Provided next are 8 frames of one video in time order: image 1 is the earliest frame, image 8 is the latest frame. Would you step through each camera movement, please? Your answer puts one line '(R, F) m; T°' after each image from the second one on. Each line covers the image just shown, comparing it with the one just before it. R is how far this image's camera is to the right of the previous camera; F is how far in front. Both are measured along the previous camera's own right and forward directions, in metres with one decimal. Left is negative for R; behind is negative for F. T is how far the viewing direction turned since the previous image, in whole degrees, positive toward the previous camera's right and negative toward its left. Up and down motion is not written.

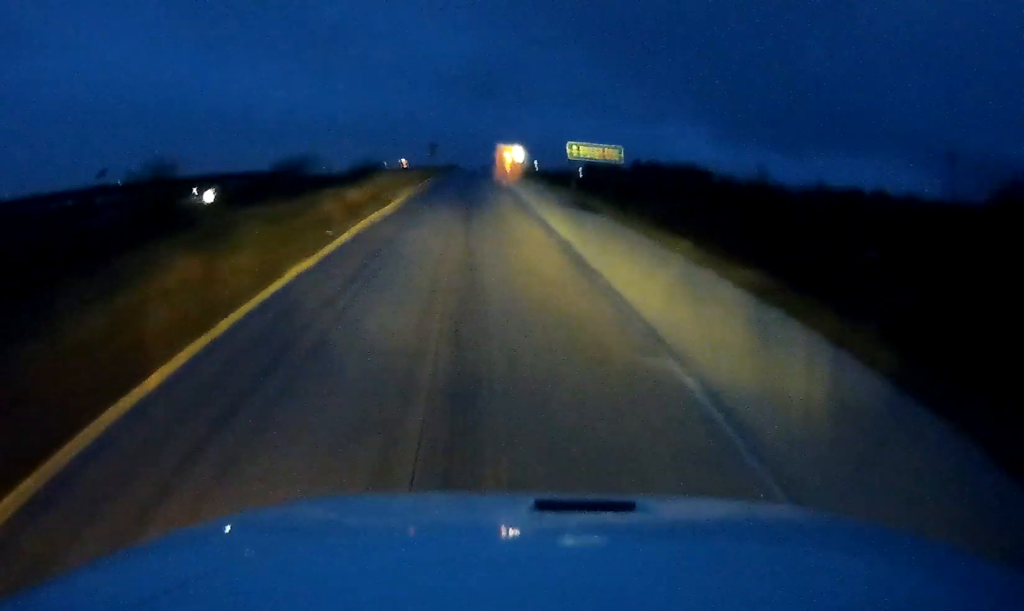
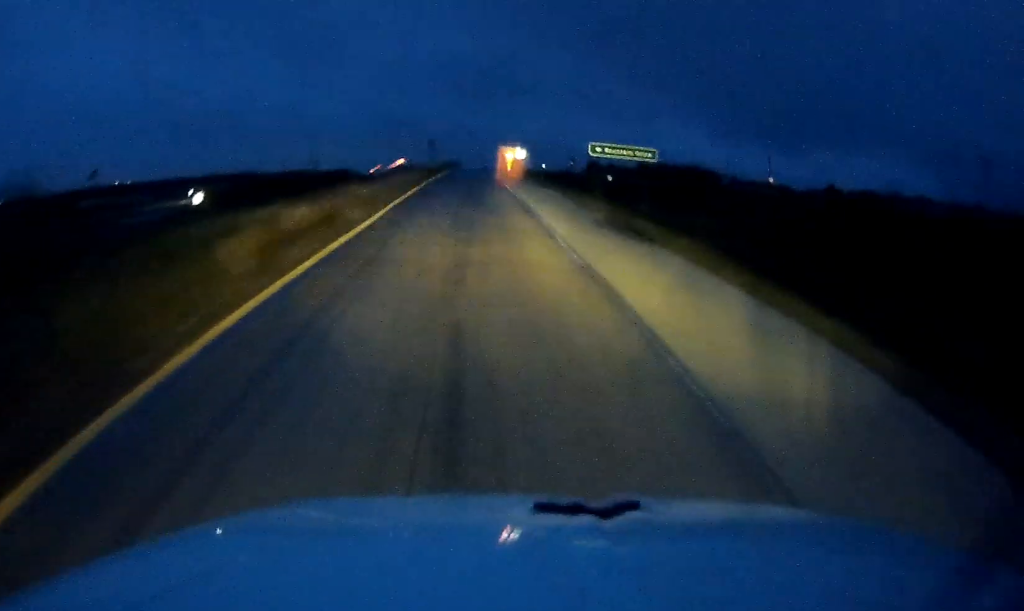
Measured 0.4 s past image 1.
(0.0, +9.8) m; 0°
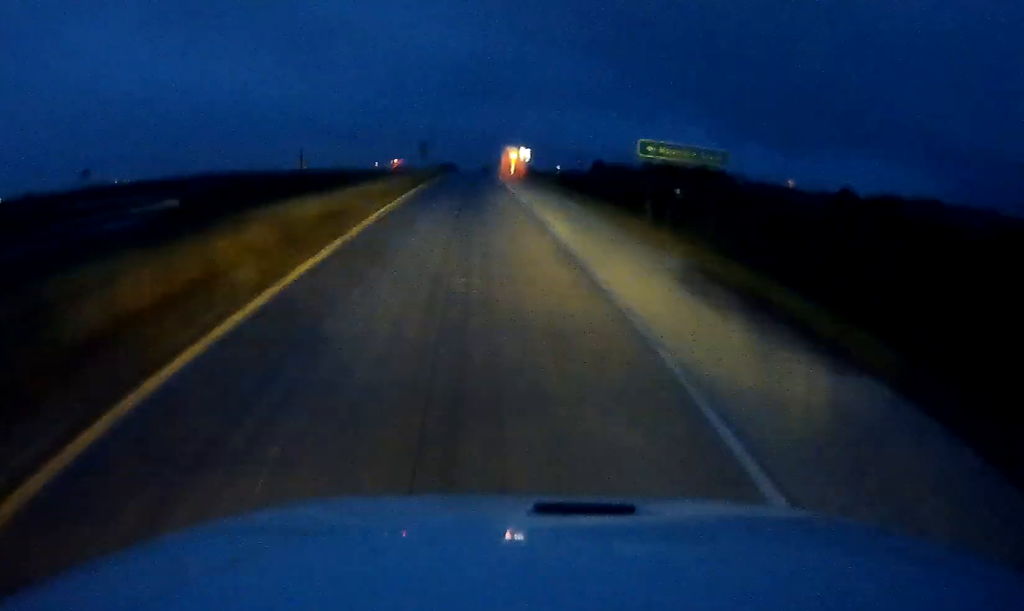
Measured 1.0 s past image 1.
(0.0, +11.9) m; 0°
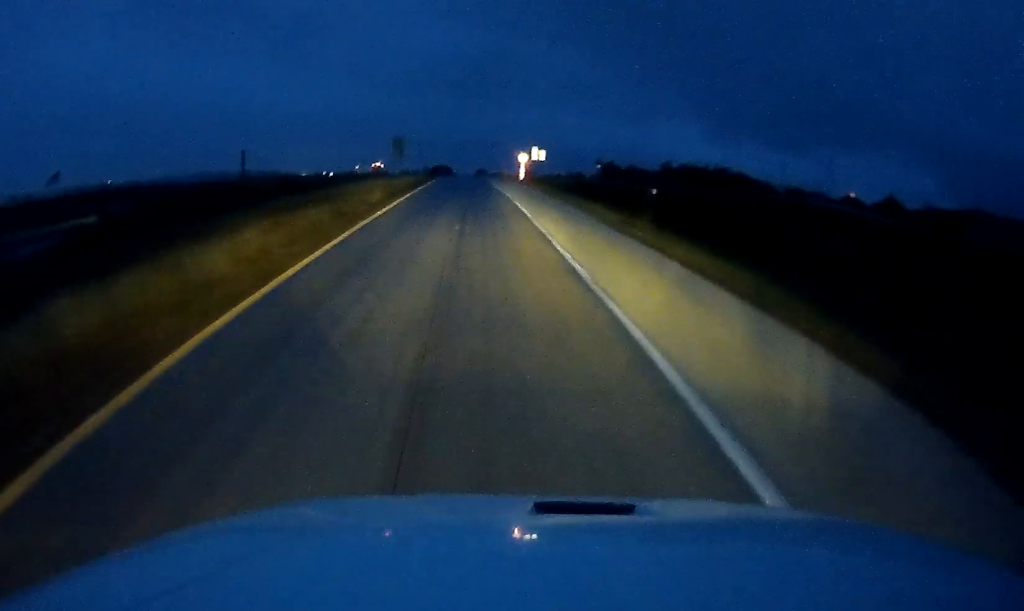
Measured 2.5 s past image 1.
(0.0, +31.7) m; 0°
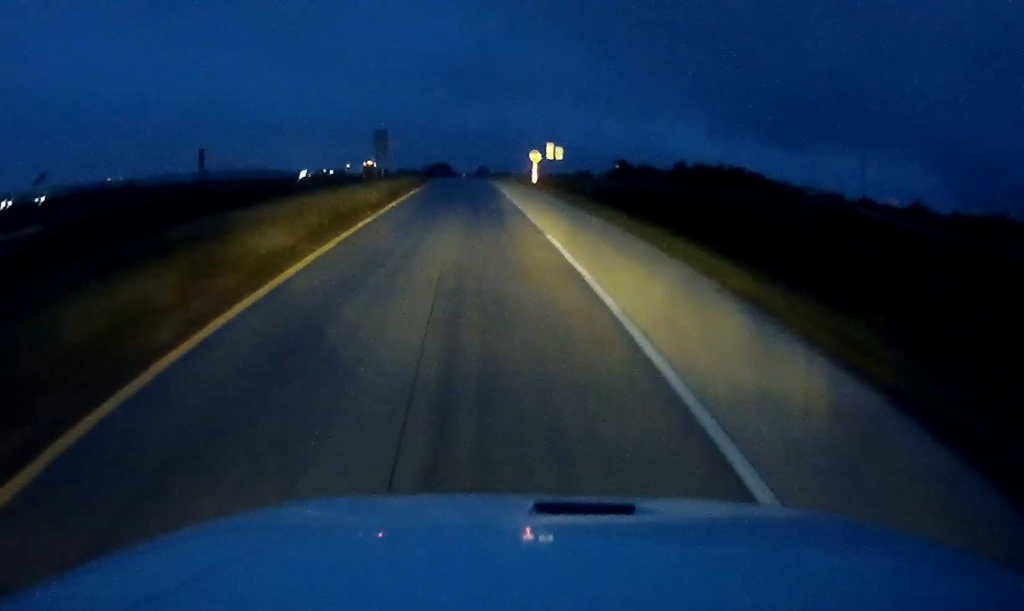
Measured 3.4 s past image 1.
(+0.1, +16.5) m; 0°
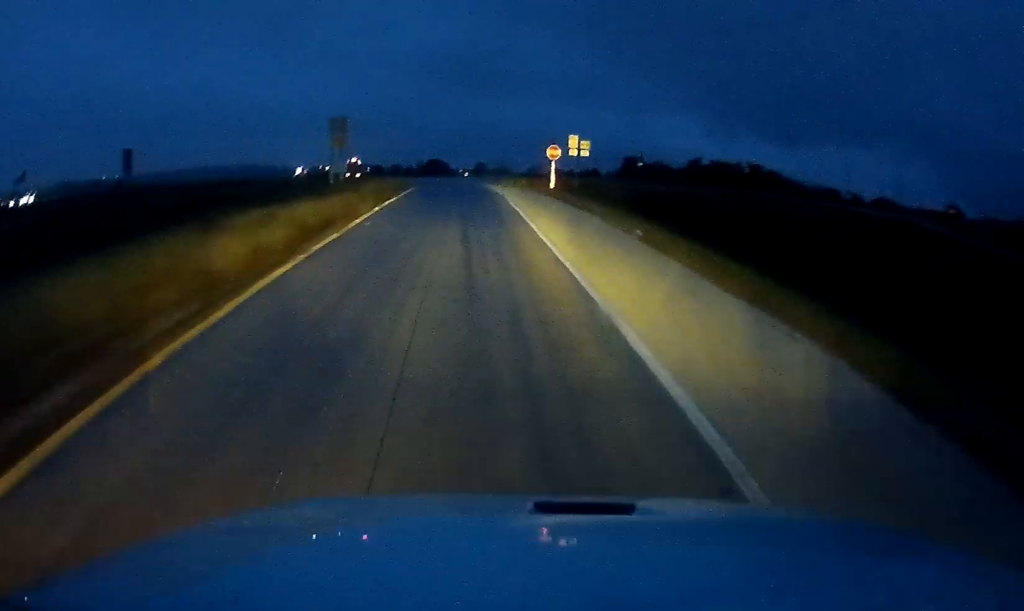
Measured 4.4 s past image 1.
(0.0, +18.4) m; 0°
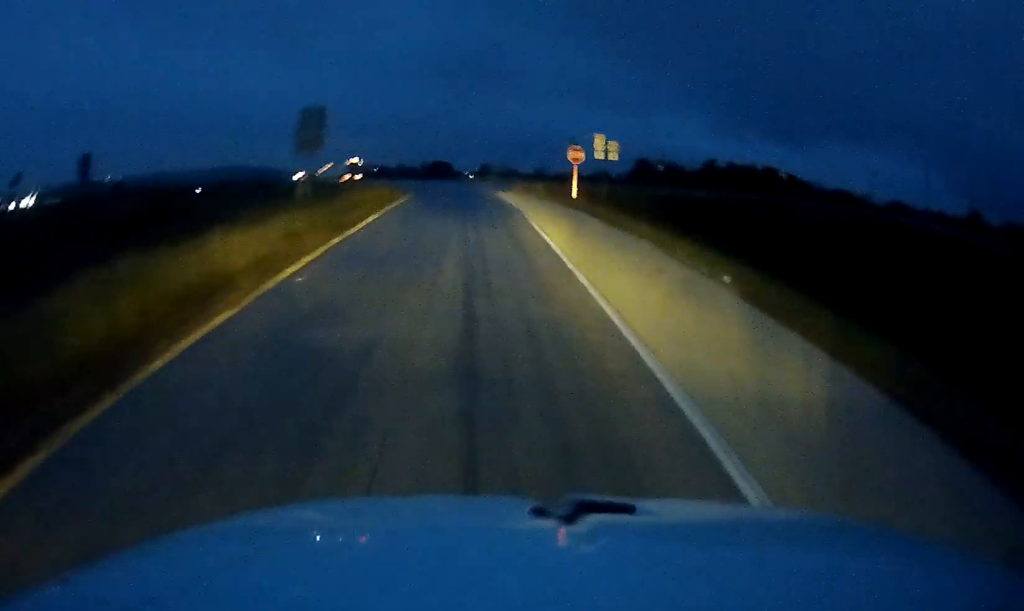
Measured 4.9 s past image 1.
(0.0, +9.1) m; 0°
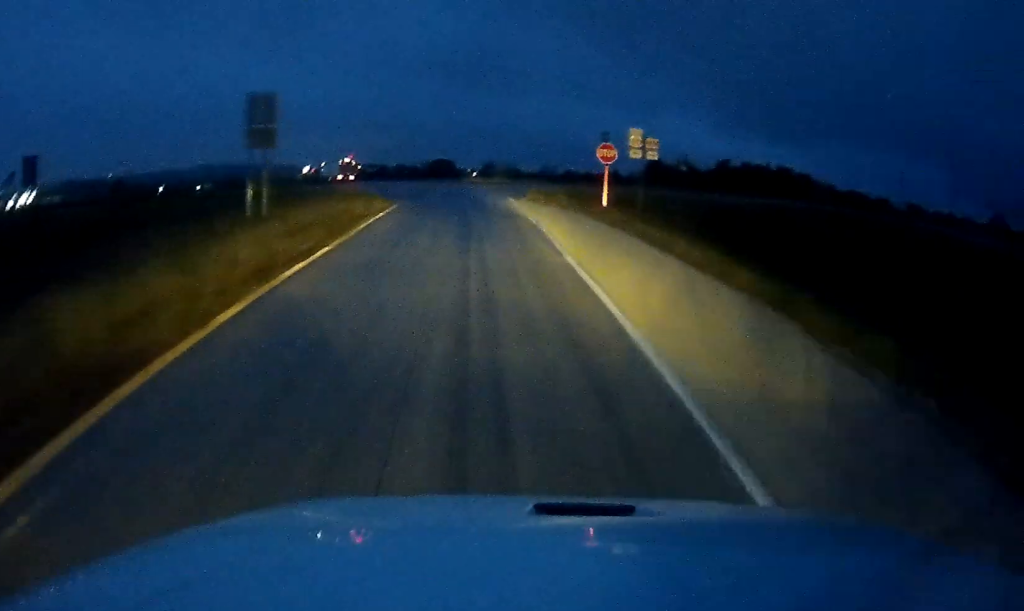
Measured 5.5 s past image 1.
(0.0, +9.1) m; 0°
